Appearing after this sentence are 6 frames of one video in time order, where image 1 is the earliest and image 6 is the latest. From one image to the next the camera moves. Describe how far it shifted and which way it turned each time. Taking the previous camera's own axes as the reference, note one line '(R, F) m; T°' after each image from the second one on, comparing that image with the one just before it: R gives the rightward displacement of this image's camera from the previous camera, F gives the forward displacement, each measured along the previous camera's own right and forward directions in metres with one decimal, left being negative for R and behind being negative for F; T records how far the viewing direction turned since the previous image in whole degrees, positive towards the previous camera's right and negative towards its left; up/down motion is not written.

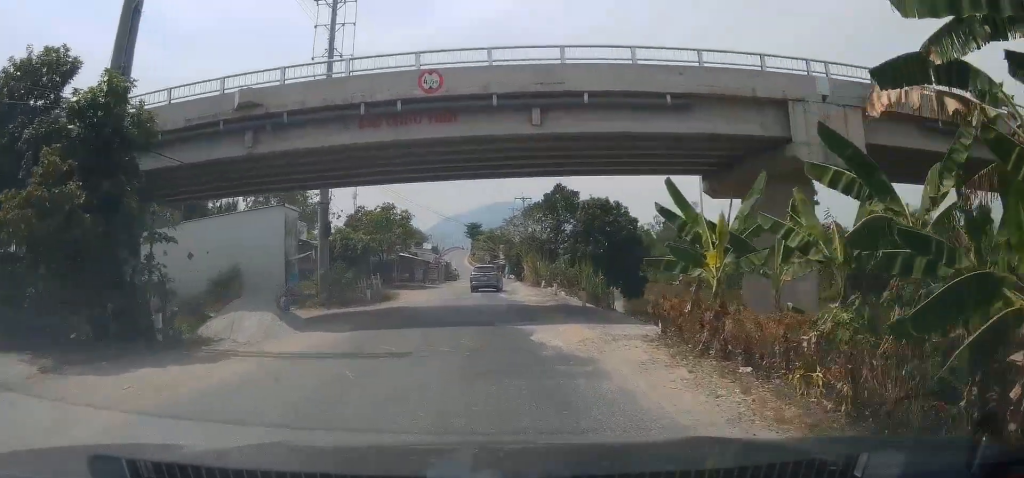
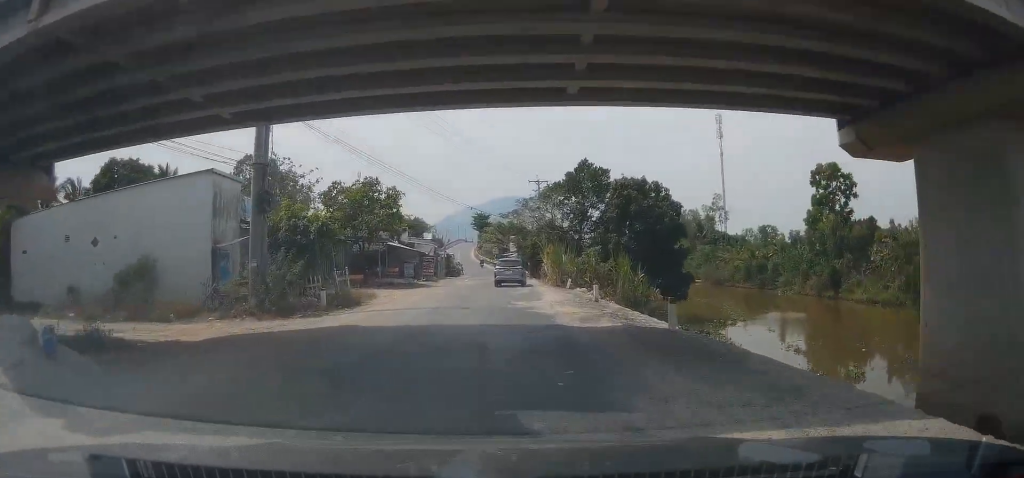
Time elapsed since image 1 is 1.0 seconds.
(0.0, +11.9) m; -2°
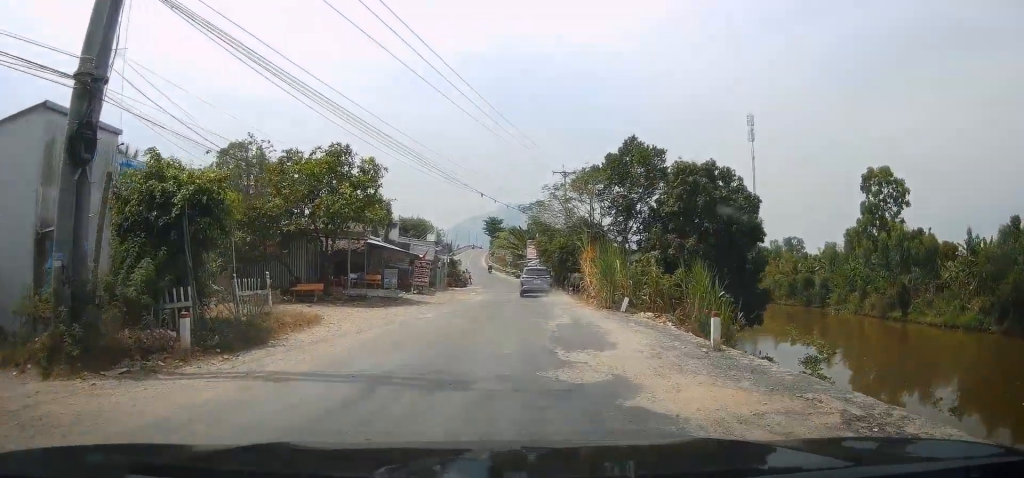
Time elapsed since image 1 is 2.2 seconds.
(-0.3, +13.4) m; +1°
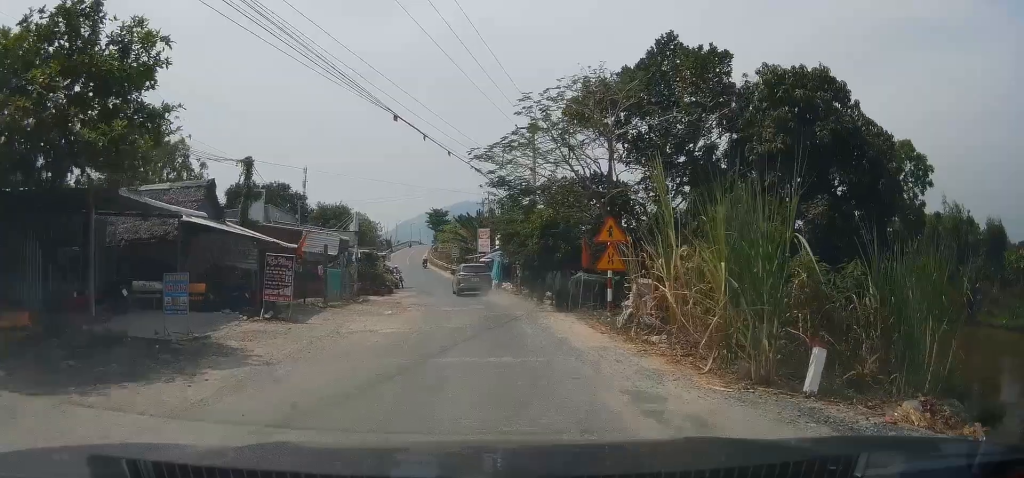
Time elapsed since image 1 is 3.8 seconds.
(-0.1, +19.3) m; -1°
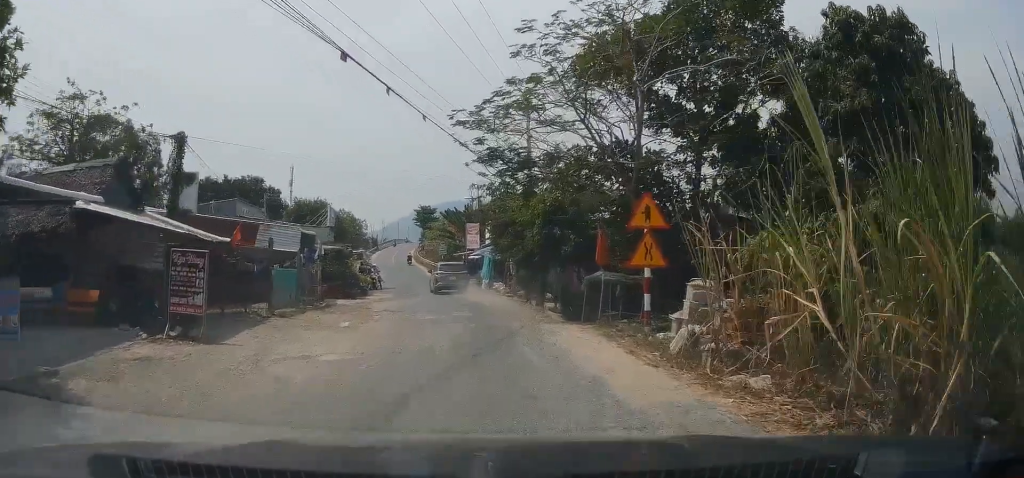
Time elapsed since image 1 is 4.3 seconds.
(+0.1, +5.4) m; +1°
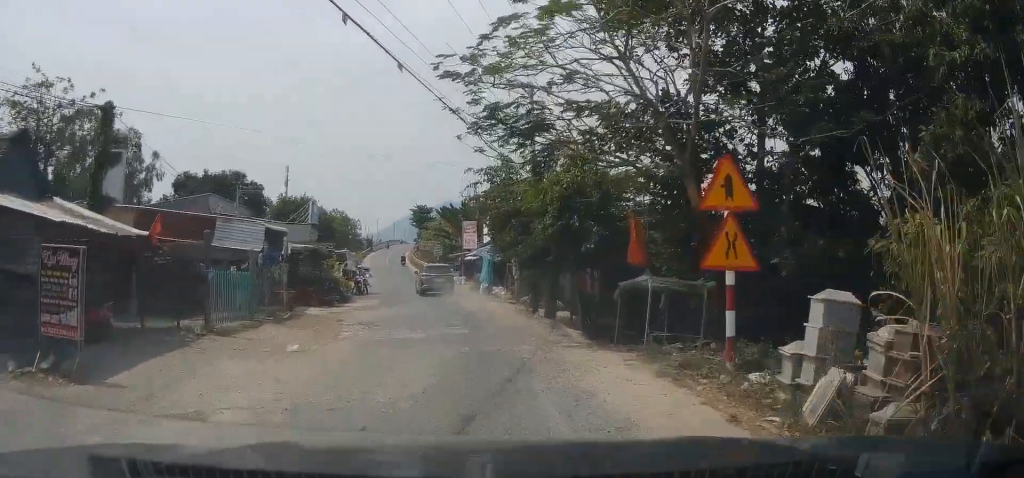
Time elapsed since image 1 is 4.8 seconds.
(+0.1, +5.0) m; +1°
